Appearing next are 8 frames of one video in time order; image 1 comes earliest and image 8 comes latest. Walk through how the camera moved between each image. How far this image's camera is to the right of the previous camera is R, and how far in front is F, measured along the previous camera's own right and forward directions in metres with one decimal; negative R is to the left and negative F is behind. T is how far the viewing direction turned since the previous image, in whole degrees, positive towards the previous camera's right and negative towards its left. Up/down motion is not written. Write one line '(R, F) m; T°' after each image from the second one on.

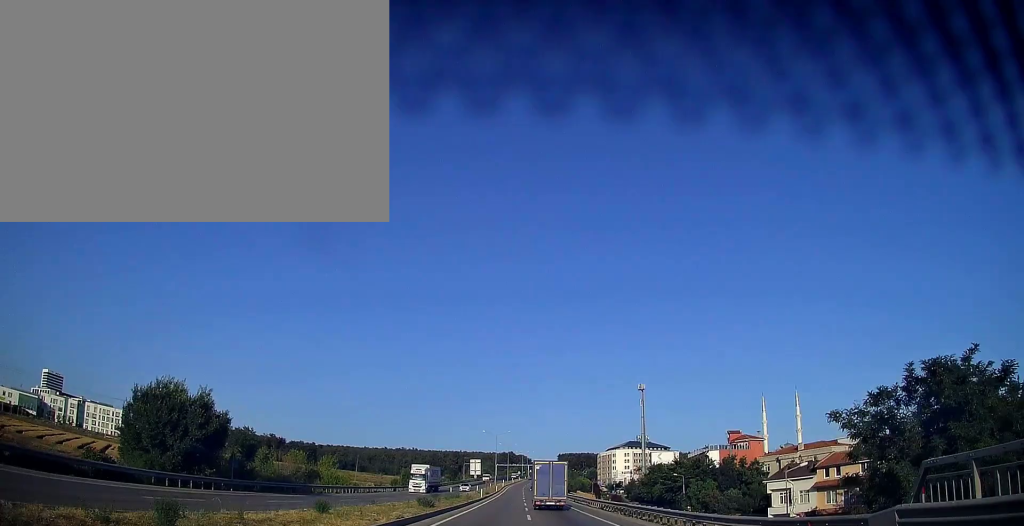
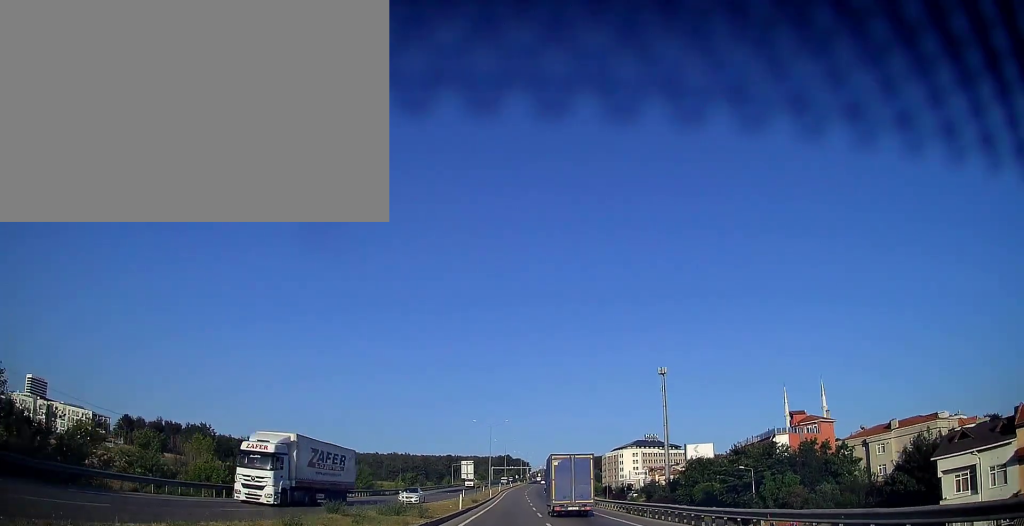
(+0.2, +30.8) m; +1°
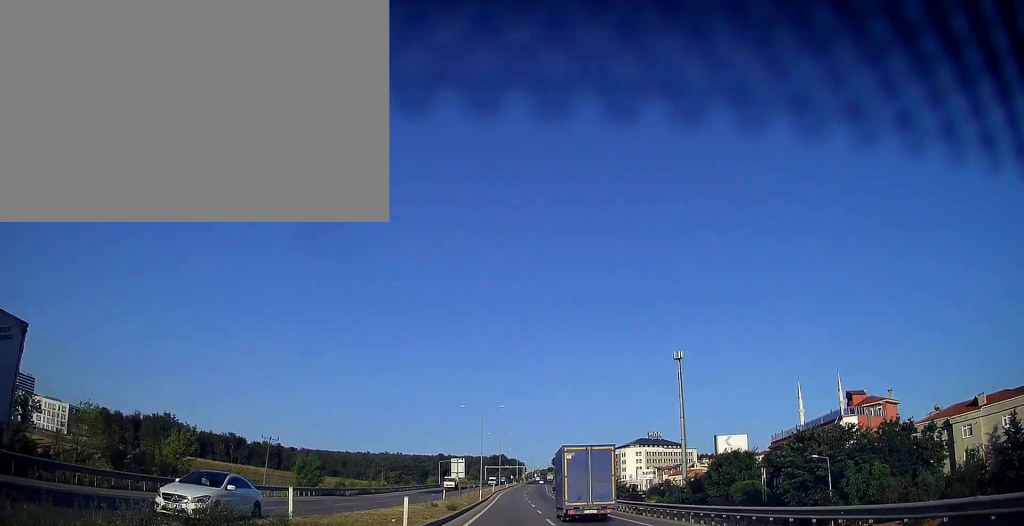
(+0.2, +19.6) m; +1°
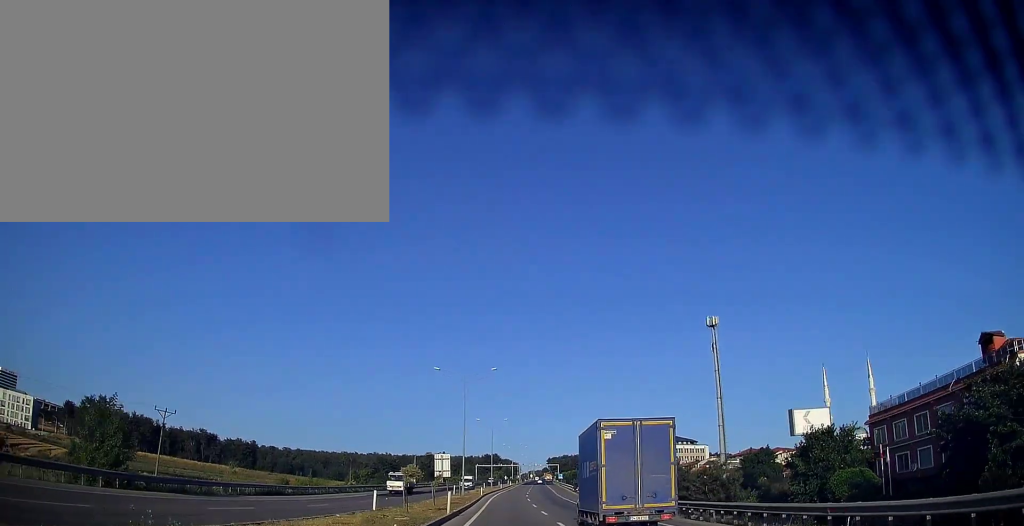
(0.0, +28.8) m; 0°
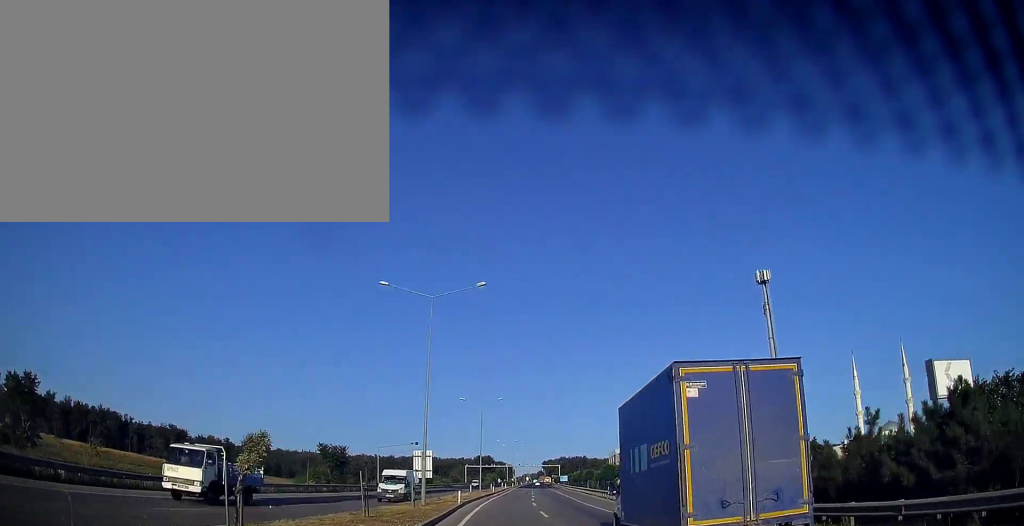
(+0.1, +26.8) m; +1°
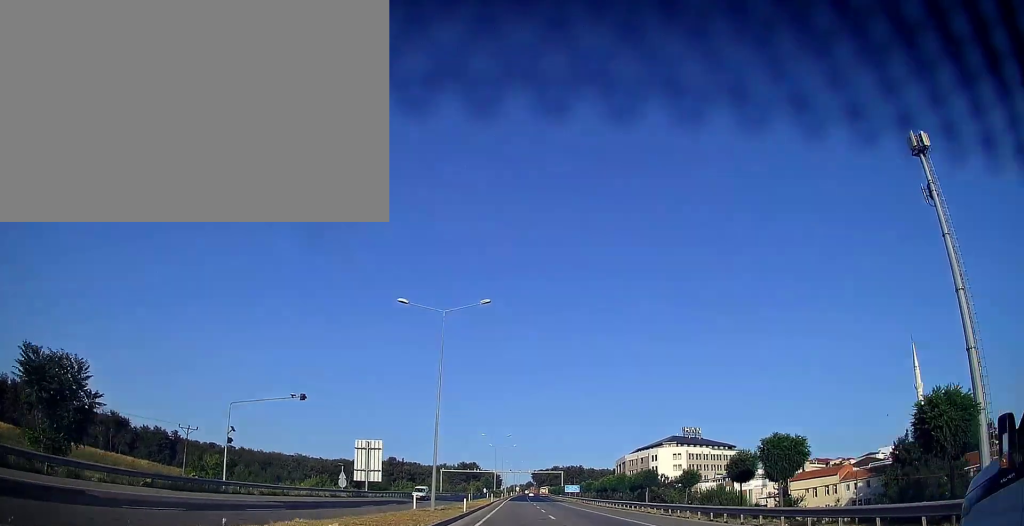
(+0.6, +42.0) m; +2°
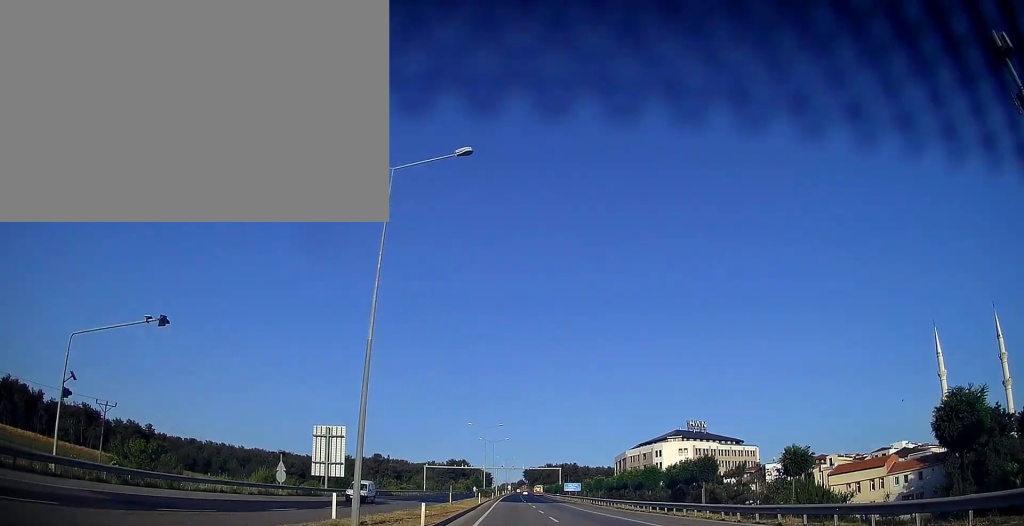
(+0.1, +15.4) m; +1°
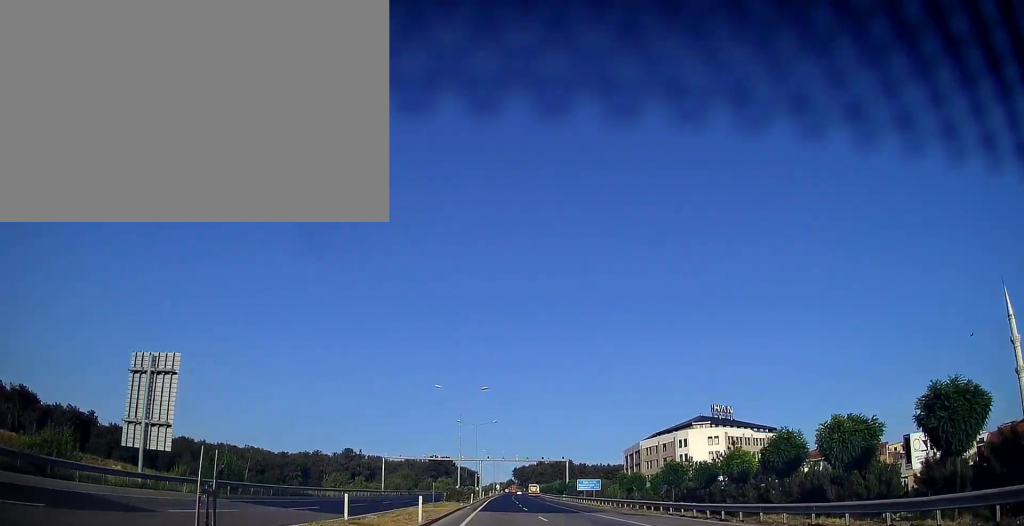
(+0.6, +34.7) m; +1°
